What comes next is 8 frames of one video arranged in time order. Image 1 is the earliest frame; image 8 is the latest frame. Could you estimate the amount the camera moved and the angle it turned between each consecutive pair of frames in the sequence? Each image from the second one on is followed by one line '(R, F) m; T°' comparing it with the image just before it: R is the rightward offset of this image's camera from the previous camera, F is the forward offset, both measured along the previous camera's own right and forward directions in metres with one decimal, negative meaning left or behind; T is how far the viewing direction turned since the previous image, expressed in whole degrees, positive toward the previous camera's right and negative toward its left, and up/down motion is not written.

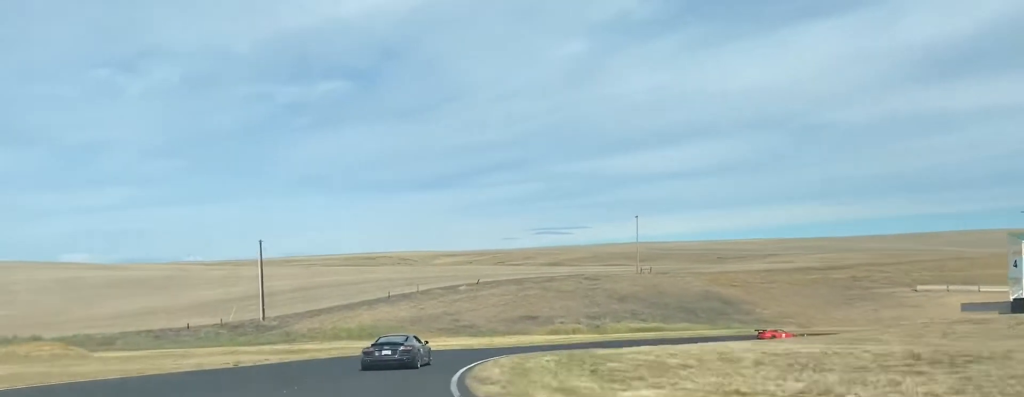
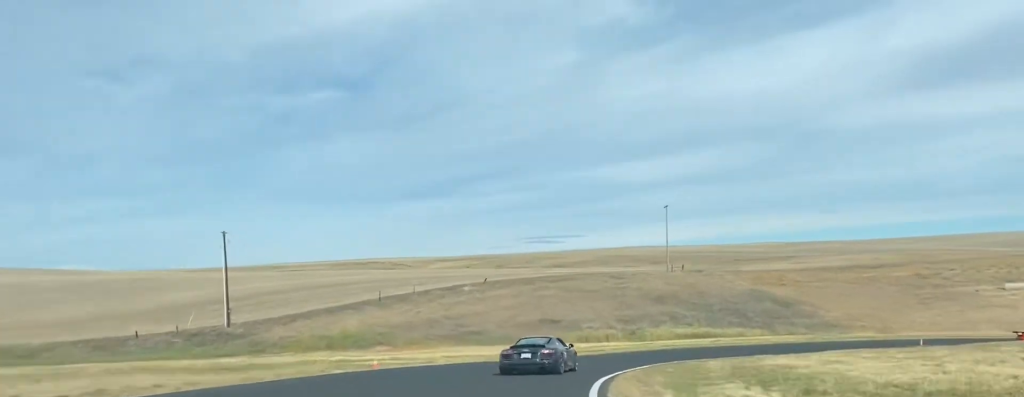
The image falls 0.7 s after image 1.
(0.0, +16.2) m; +3°
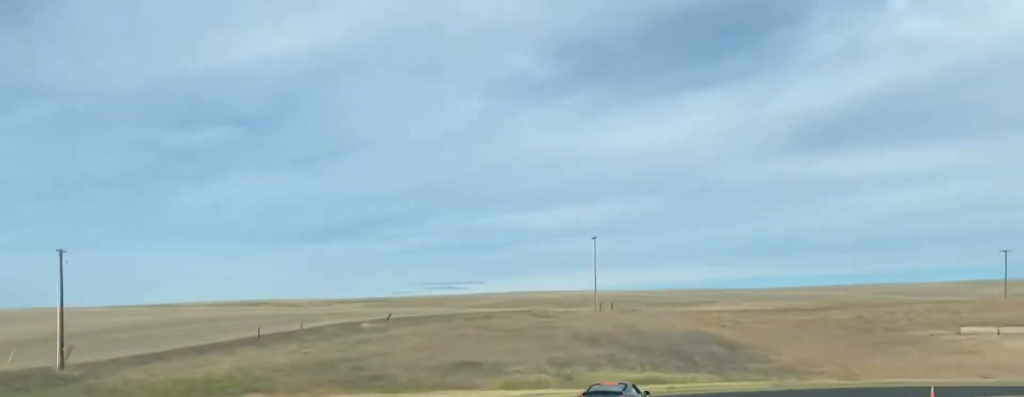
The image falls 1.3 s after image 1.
(-0.6, +13.5) m; +5°
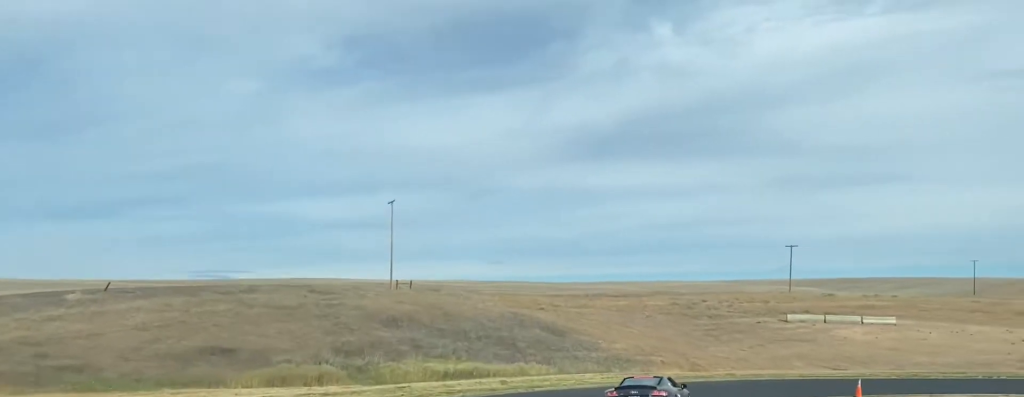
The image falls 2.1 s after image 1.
(+2.2, +18.6) m; +15°
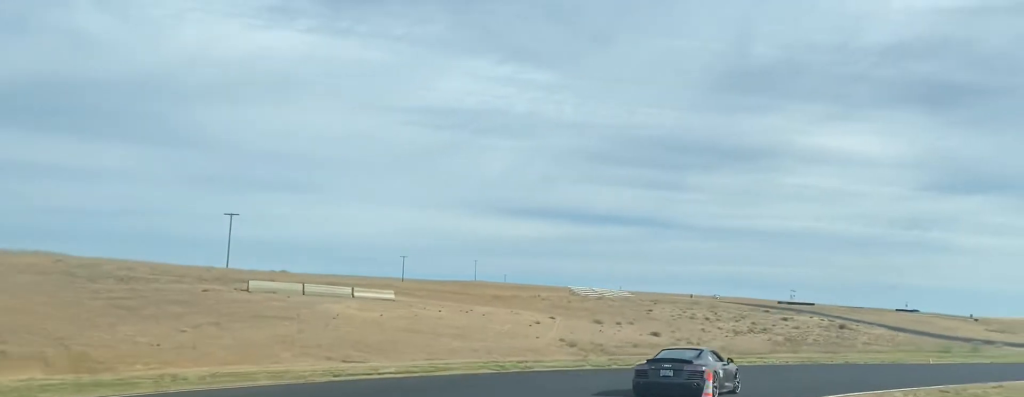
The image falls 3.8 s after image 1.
(+13.2, +32.9) m; +48°
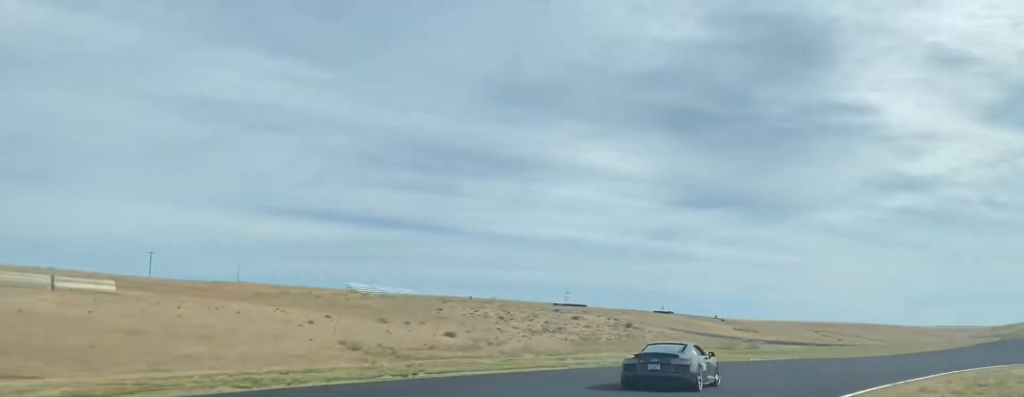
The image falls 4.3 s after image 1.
(+0.8, +11.3) m; +17°
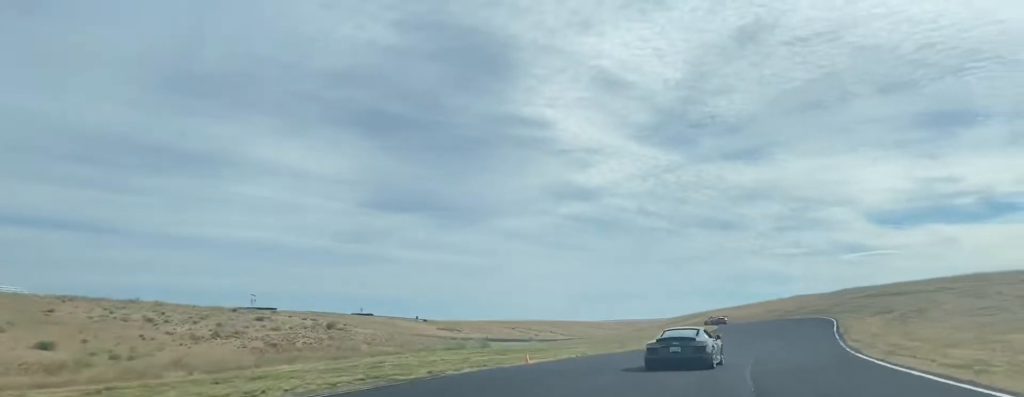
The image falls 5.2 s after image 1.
(+5.1, +19.4) m; +26°
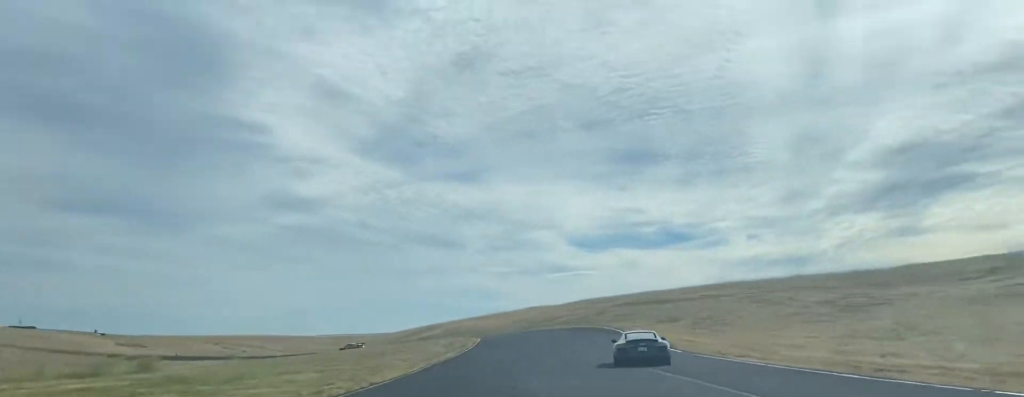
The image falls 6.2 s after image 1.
(+5.5, +23.4) m; +19°
